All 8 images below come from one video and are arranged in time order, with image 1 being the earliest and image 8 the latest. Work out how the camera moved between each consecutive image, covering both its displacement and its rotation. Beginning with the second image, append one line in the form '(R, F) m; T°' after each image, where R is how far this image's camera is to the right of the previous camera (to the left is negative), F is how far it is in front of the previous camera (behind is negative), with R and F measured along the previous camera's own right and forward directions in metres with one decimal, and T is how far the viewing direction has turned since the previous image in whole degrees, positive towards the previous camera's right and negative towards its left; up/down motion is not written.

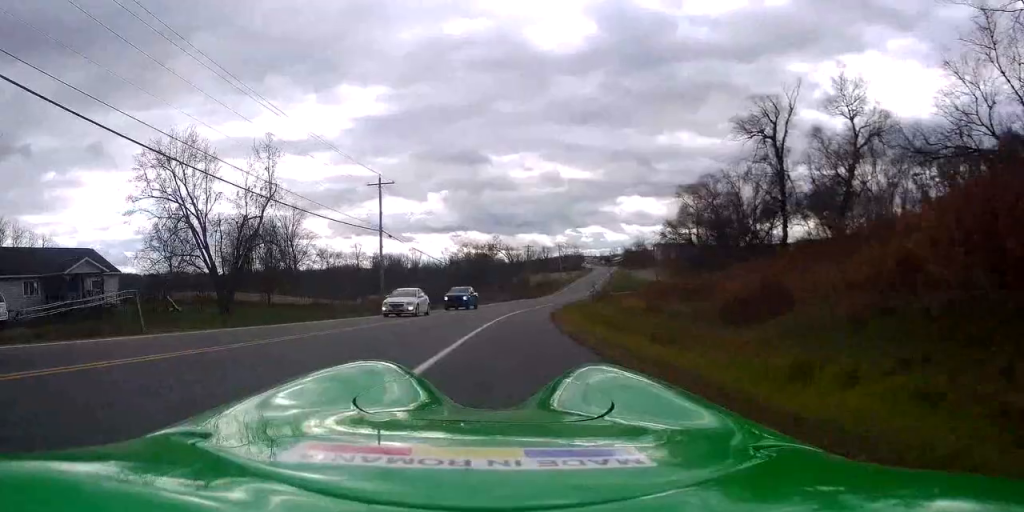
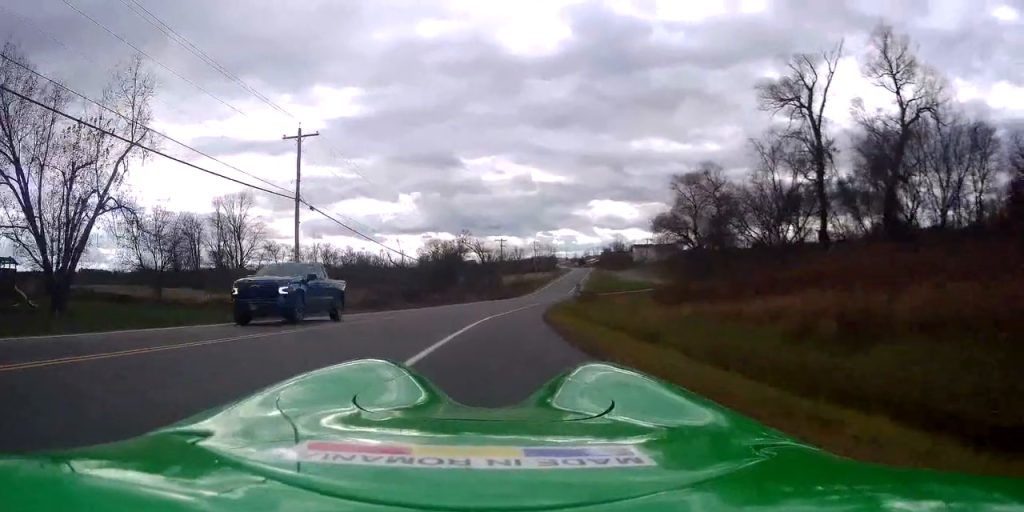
(+1.3, +14.7) m; +5°
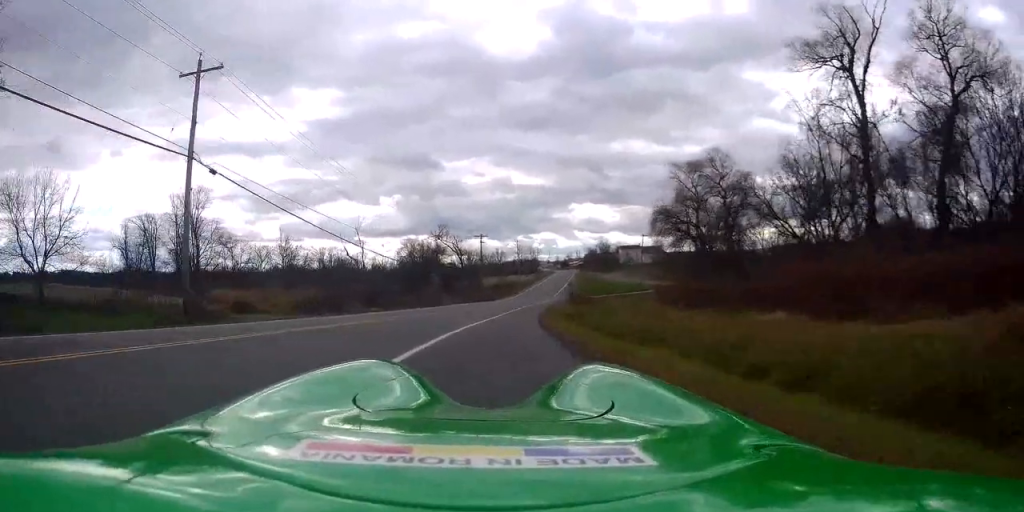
(-0.2, +11.6) m; +1°
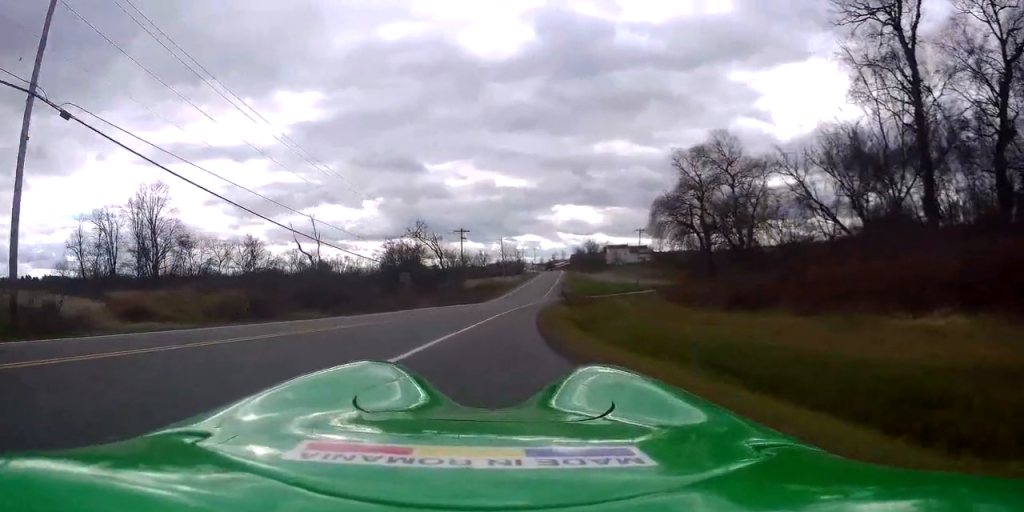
(+0.3, +9.6) m; +2°
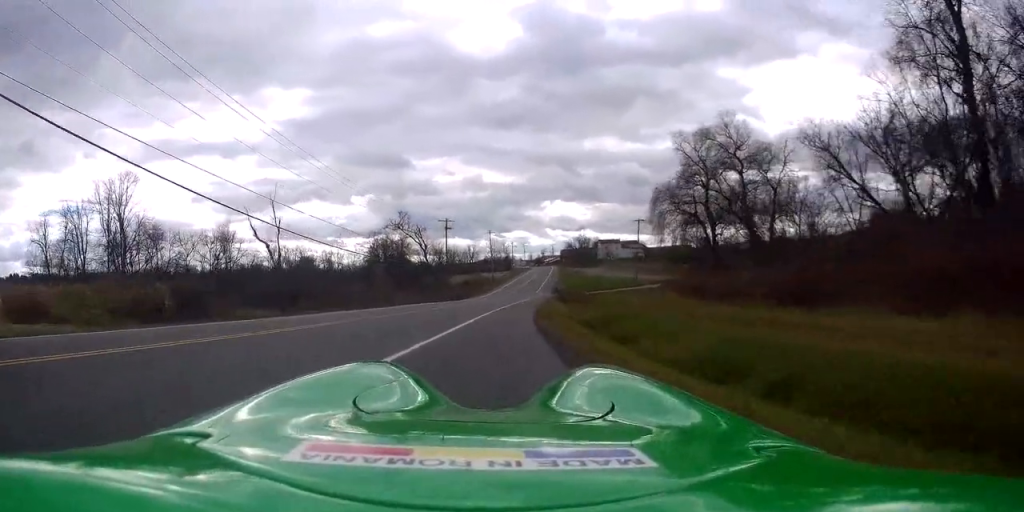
(+0.1, +7.1) m; 0°
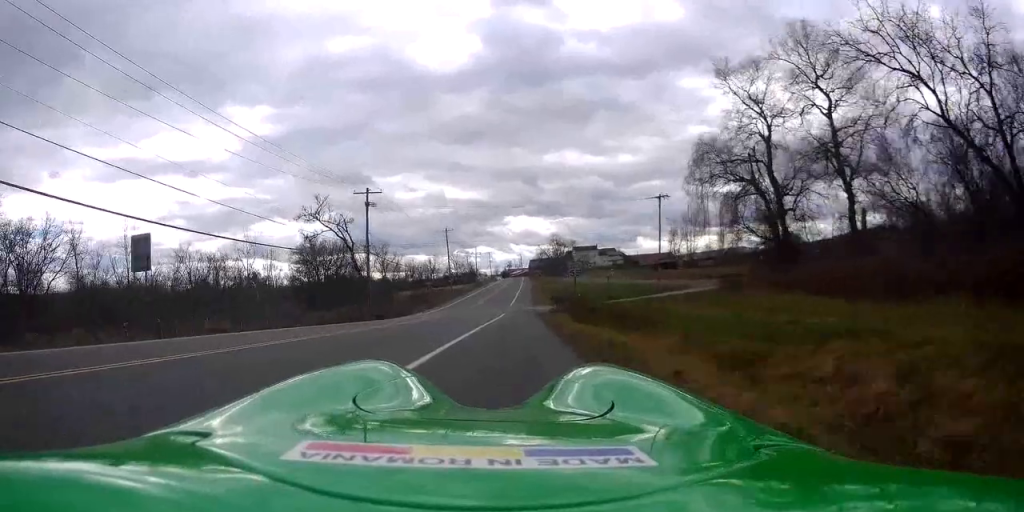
(+0.1, +30.3) m; +2°
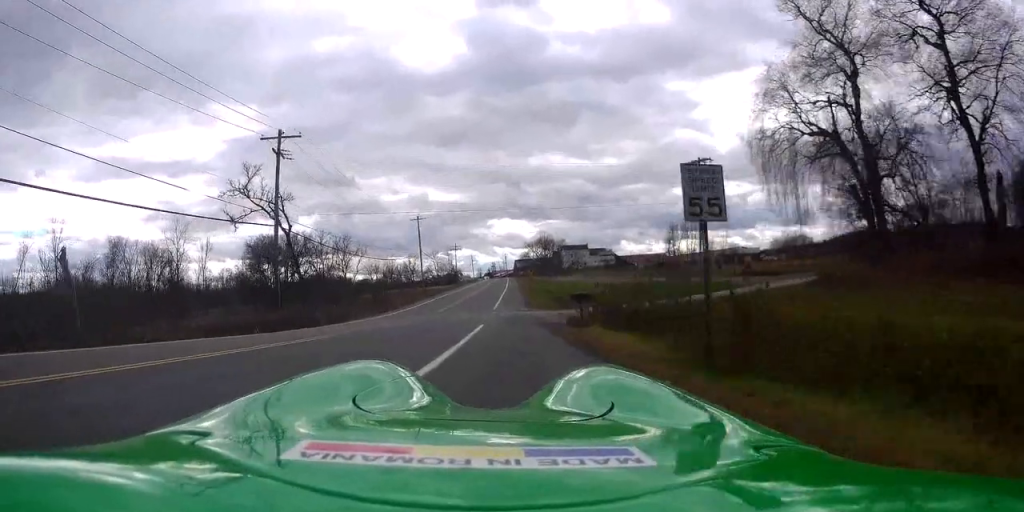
(+0.6, +17.2) m; +2°
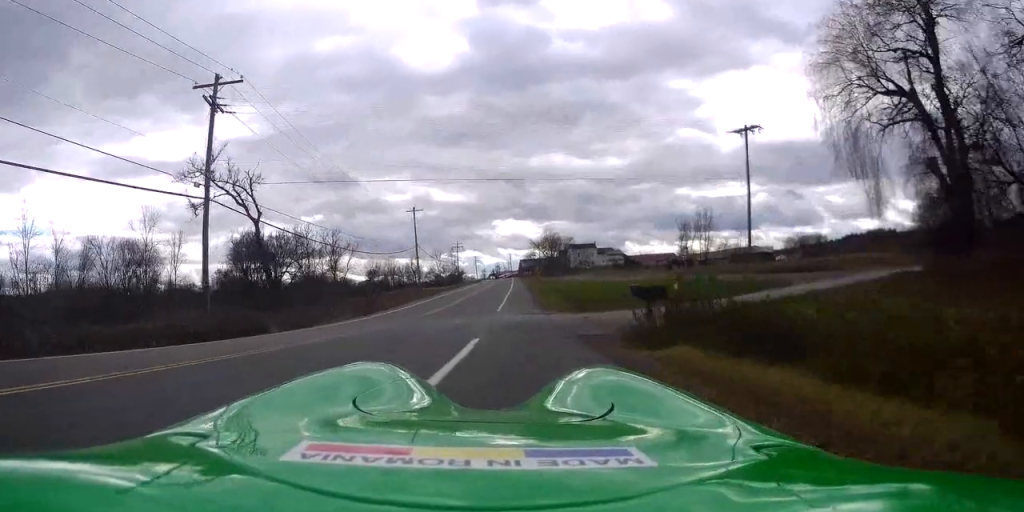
(-0.1, +9.0) m; +1°
